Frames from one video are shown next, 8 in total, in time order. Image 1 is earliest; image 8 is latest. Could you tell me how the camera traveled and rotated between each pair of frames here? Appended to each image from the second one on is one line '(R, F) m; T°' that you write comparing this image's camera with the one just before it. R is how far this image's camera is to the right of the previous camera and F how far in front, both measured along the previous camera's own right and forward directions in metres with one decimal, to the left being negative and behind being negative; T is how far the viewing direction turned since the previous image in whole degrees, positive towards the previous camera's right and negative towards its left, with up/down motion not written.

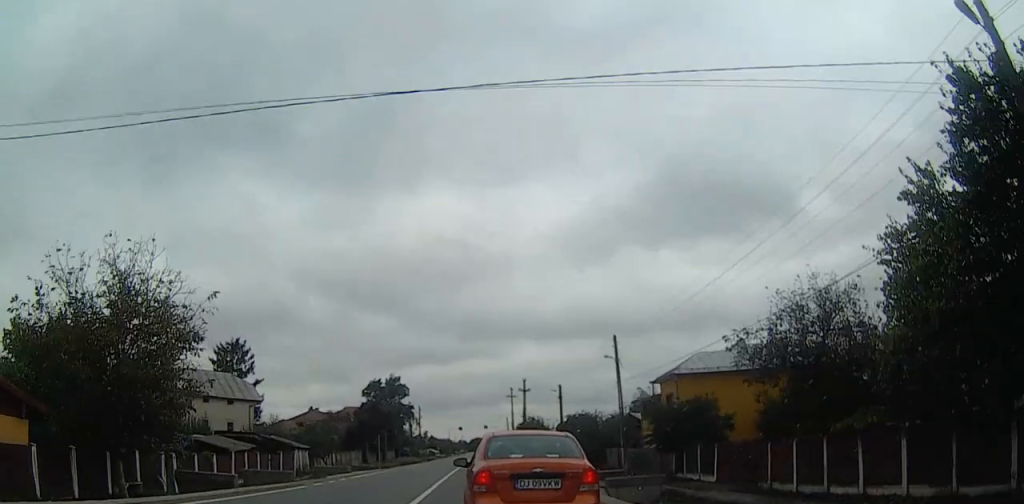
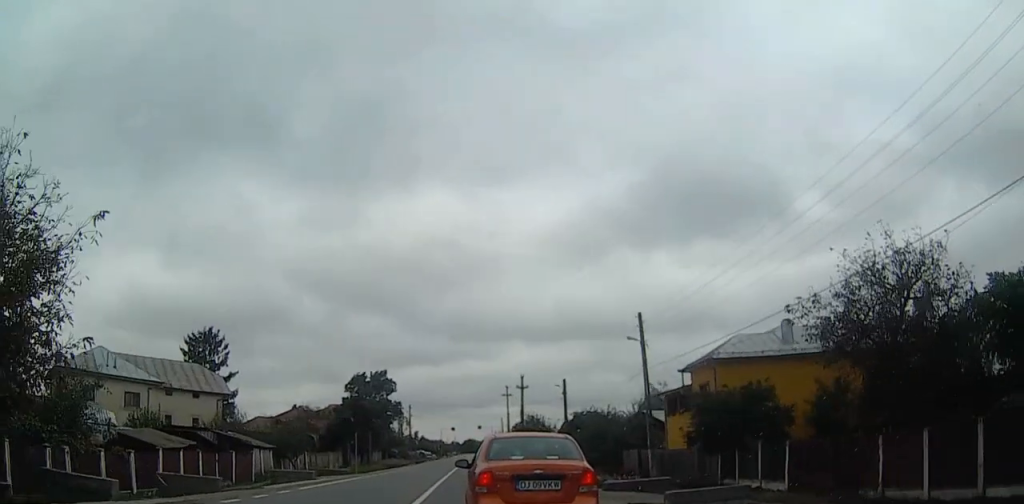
(0.0, +7.7) m; -1°
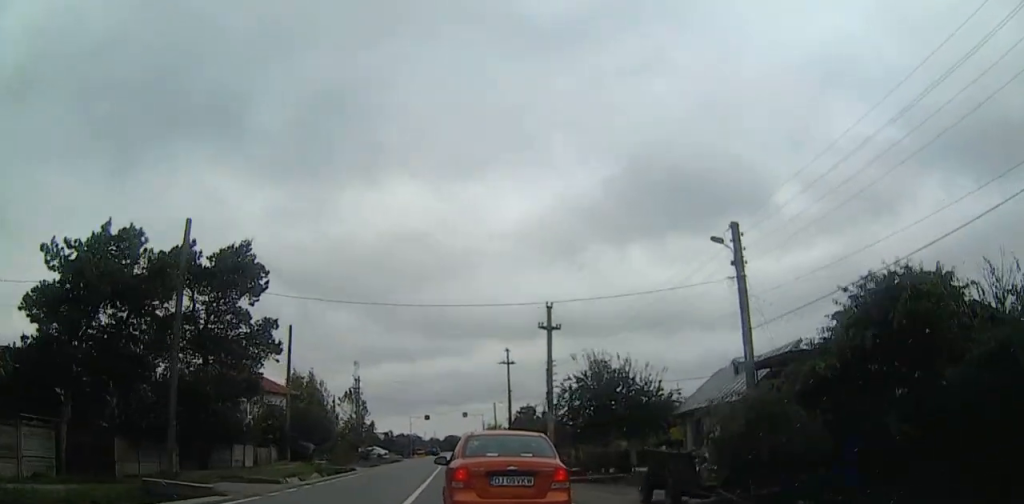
(+0.1, +44.0) m; +2°
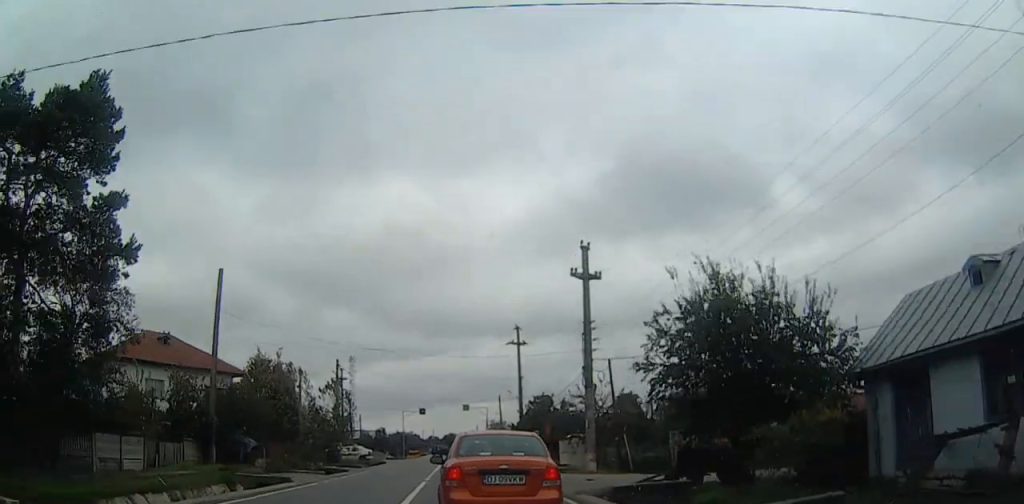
(-0.3, +14.5) m; -1°
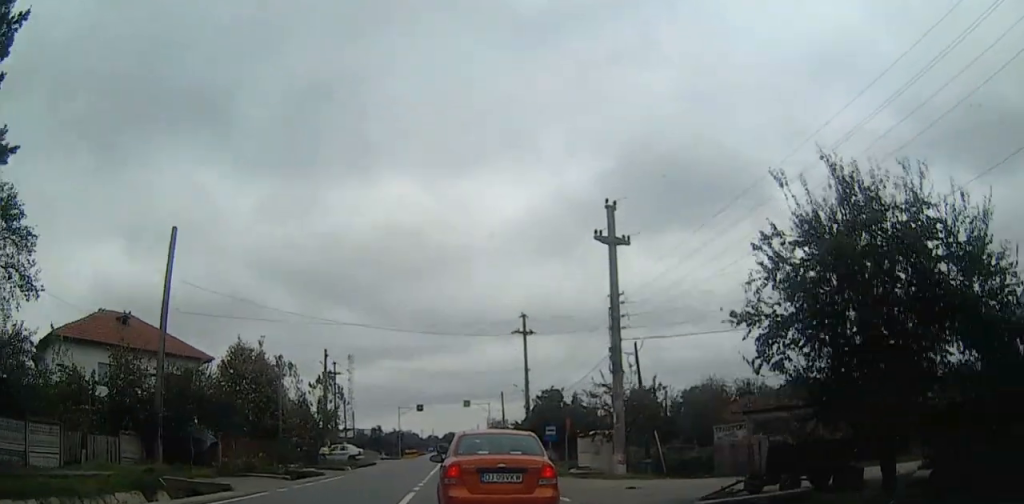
(-0.1, +6.2) m; +1°
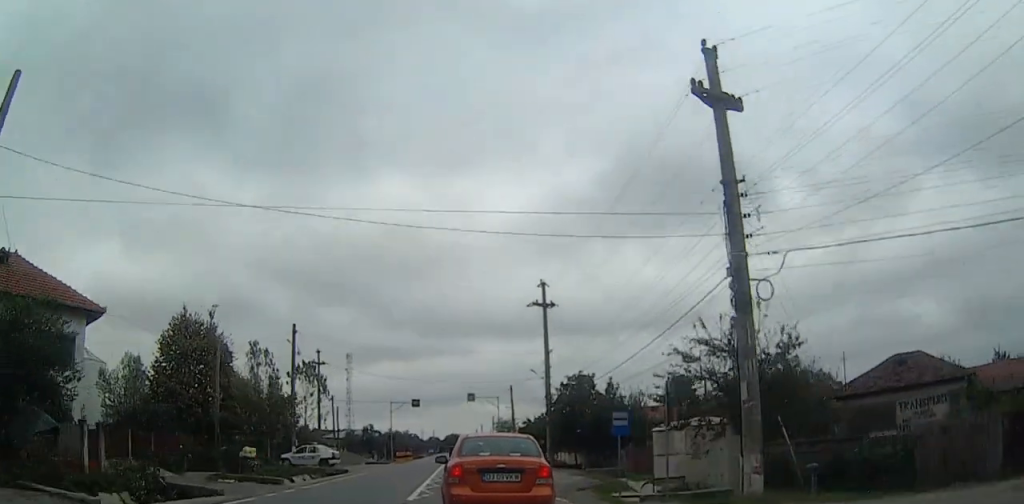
(+0.3, +13.4) m; +1°
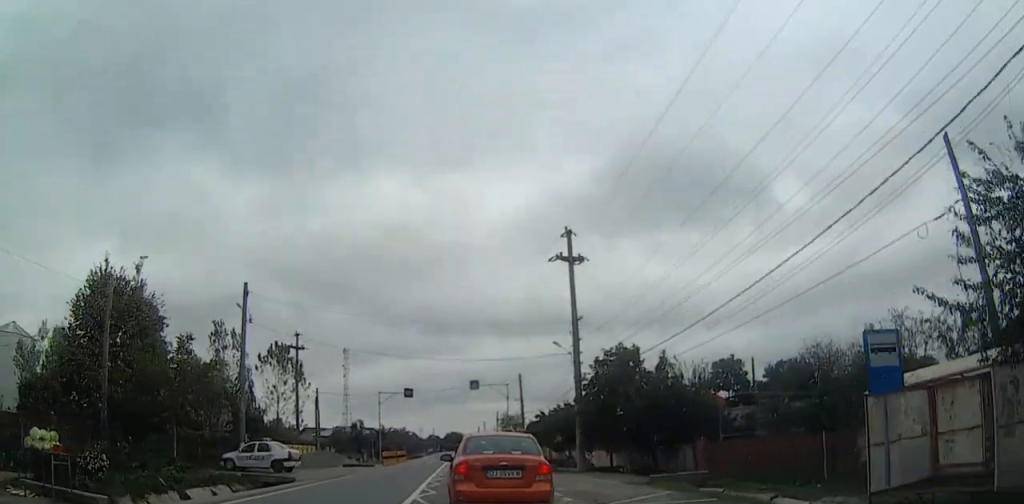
(-0.1, +12.3) m; -1°
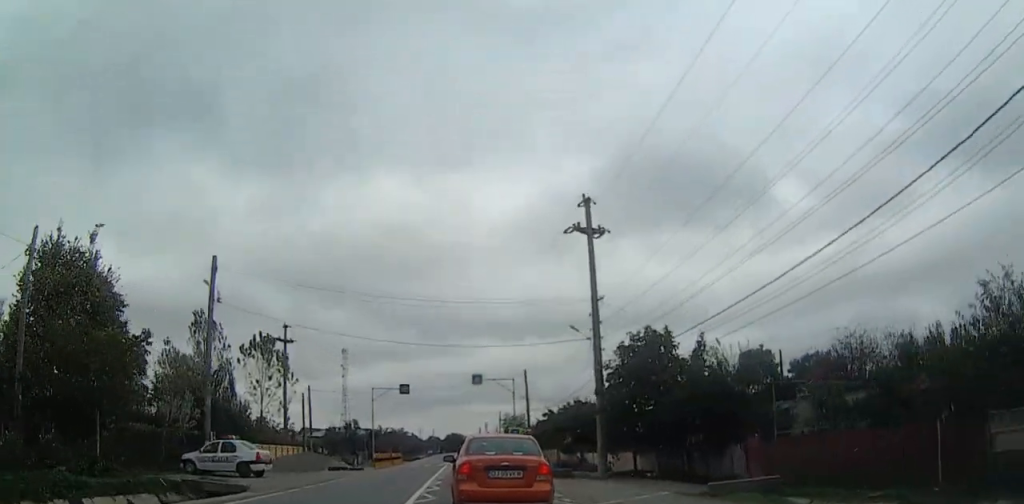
(-0.1, +5.7) m; -1°
